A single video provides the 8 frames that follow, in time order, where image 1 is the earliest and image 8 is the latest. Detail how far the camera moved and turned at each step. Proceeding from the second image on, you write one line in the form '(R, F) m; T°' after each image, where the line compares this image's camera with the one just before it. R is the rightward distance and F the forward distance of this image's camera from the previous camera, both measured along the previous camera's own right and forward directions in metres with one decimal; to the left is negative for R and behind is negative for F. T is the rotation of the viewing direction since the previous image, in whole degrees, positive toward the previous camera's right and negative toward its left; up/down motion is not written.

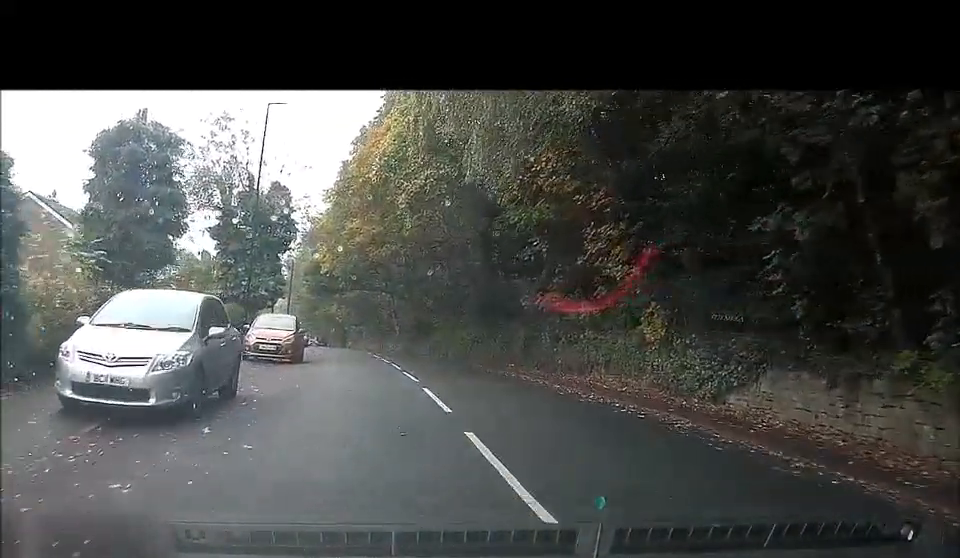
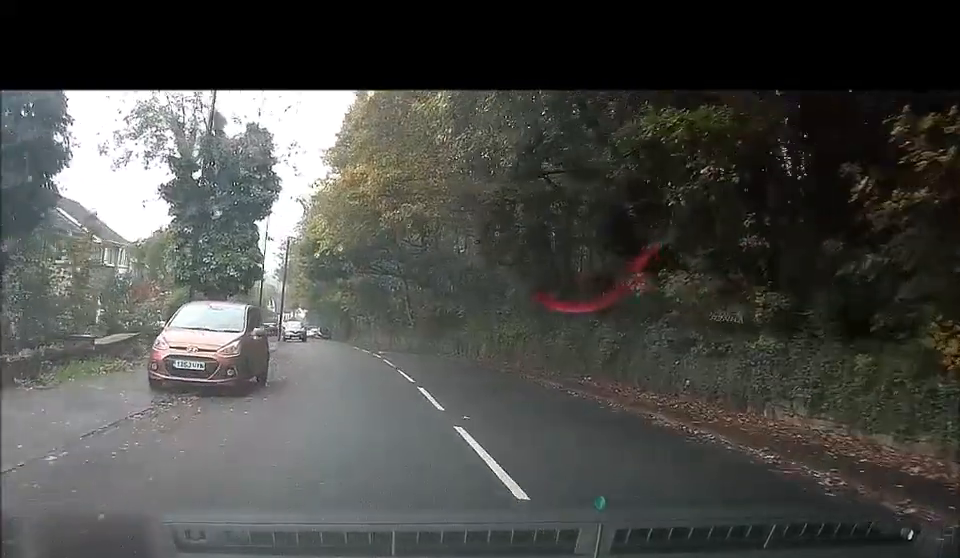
(-0.2, +11.9) m; -1°
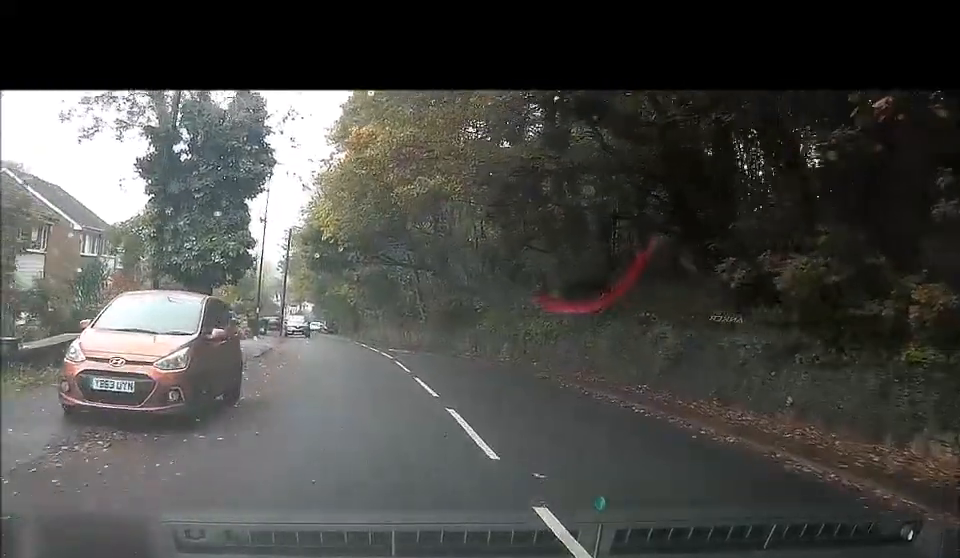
(0.0, +4.6) m; +2°
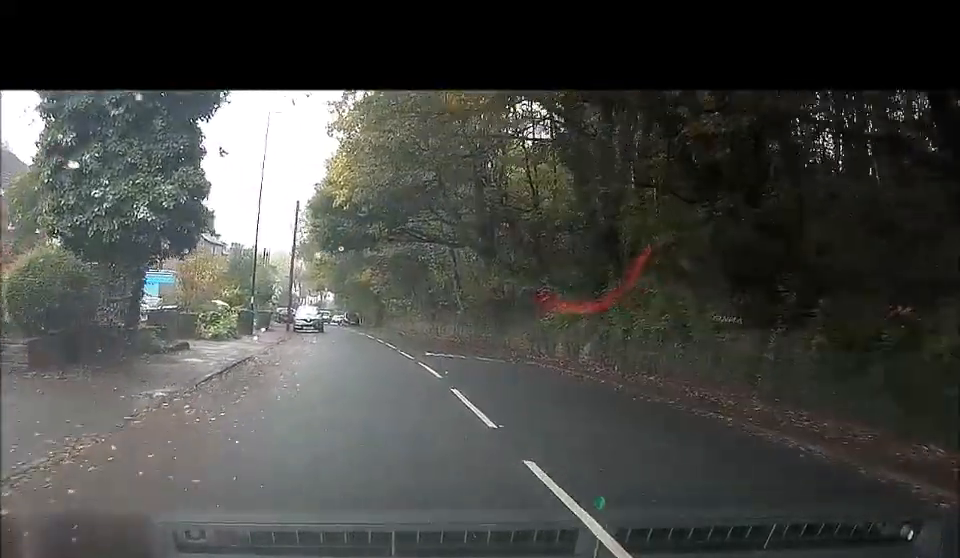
(+0.8, +11.1) m; +3°
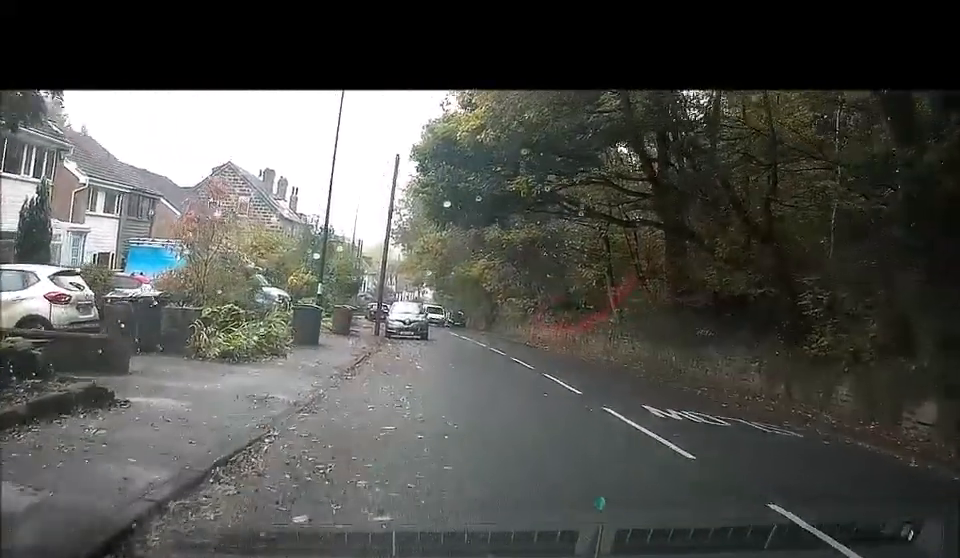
(-1.7, +14.5) m; -12°
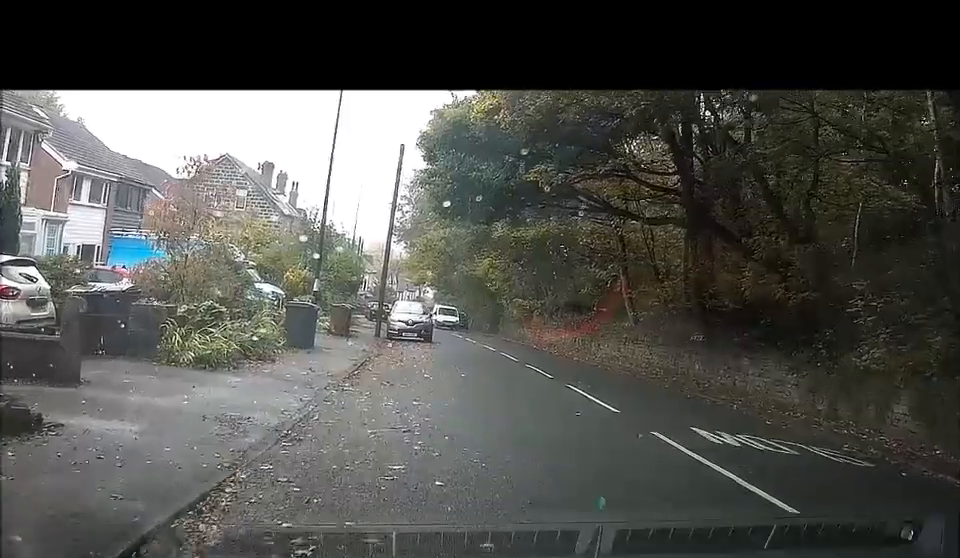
(-0.1, +2.5) m; -2°
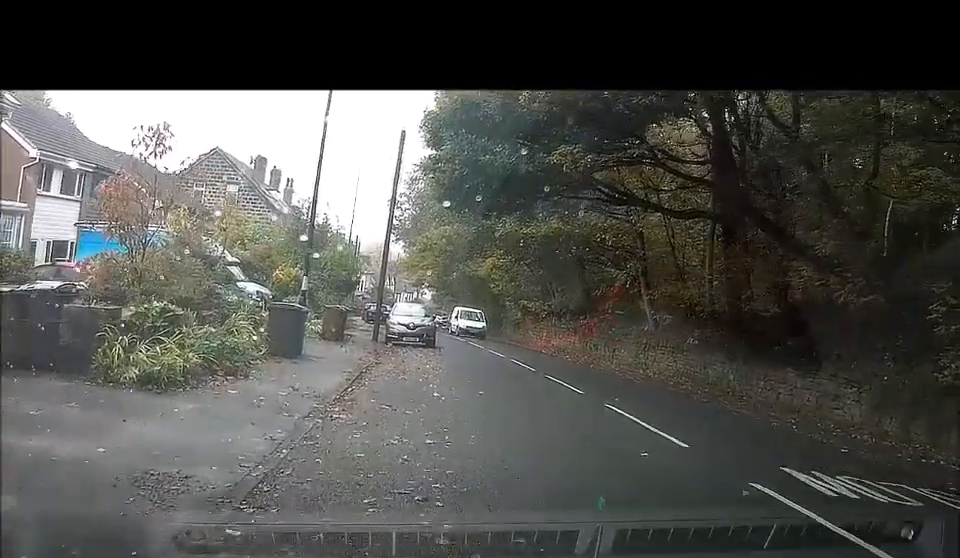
(-0.1, +3.7) m; -3°
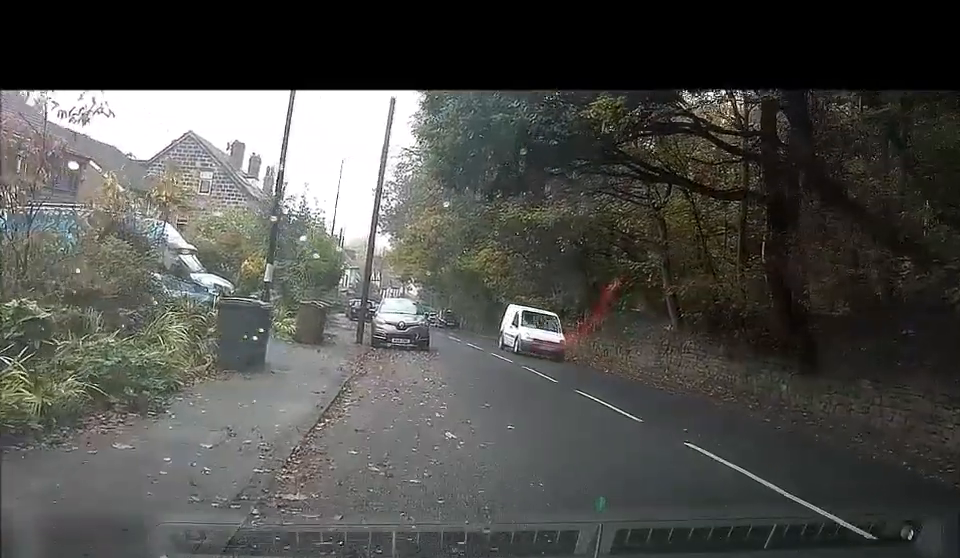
(0.0, +4.8) m; 0°
